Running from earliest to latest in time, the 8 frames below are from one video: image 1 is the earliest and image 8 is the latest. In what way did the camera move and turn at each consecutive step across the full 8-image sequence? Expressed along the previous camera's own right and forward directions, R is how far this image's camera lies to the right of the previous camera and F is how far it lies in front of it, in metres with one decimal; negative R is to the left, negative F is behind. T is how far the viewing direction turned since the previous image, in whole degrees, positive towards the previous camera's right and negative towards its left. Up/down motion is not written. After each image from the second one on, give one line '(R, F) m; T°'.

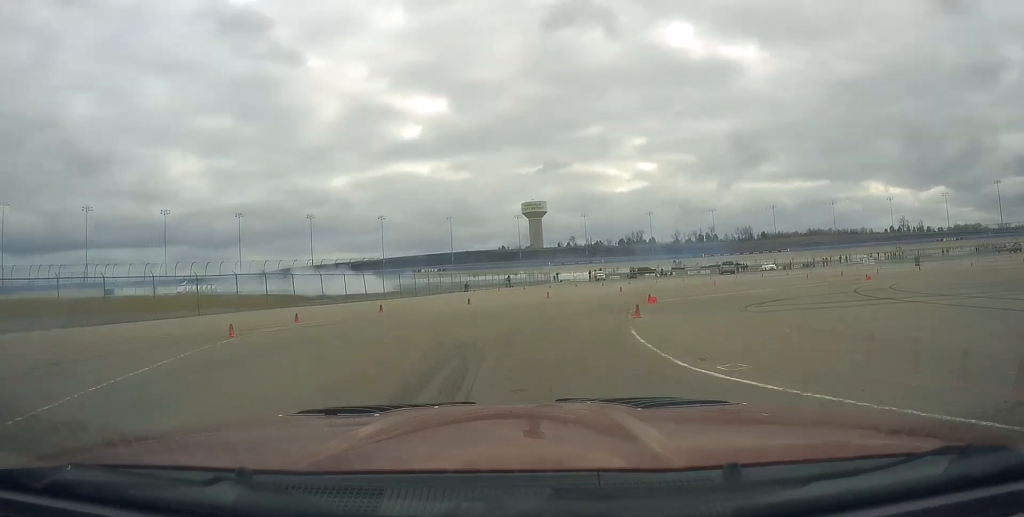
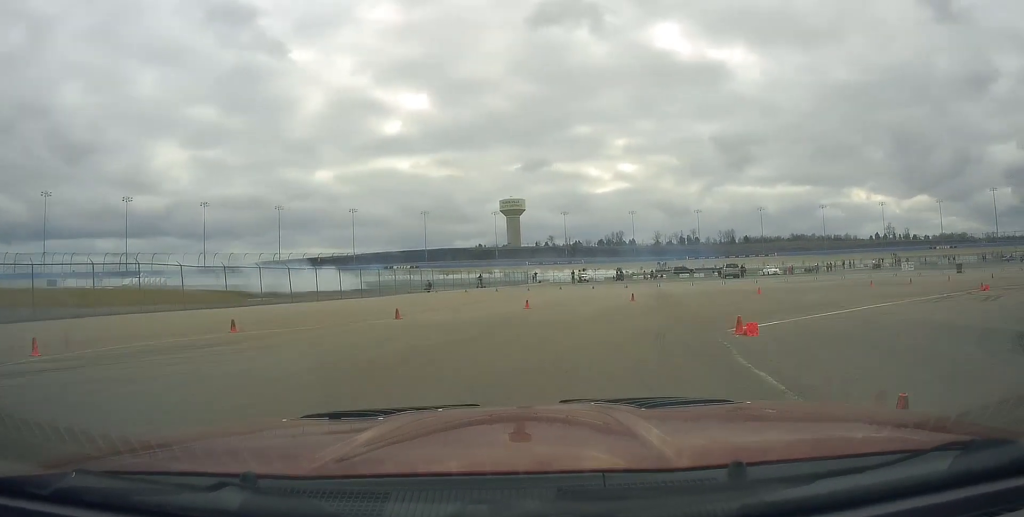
(+0.1, +9.7) m; +4°
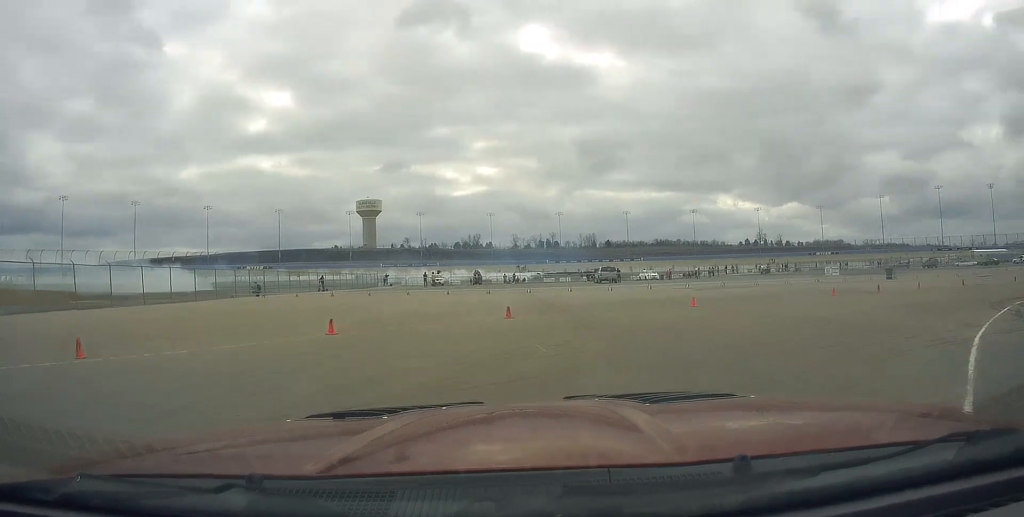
(+0.1, +8.7) m; +10°
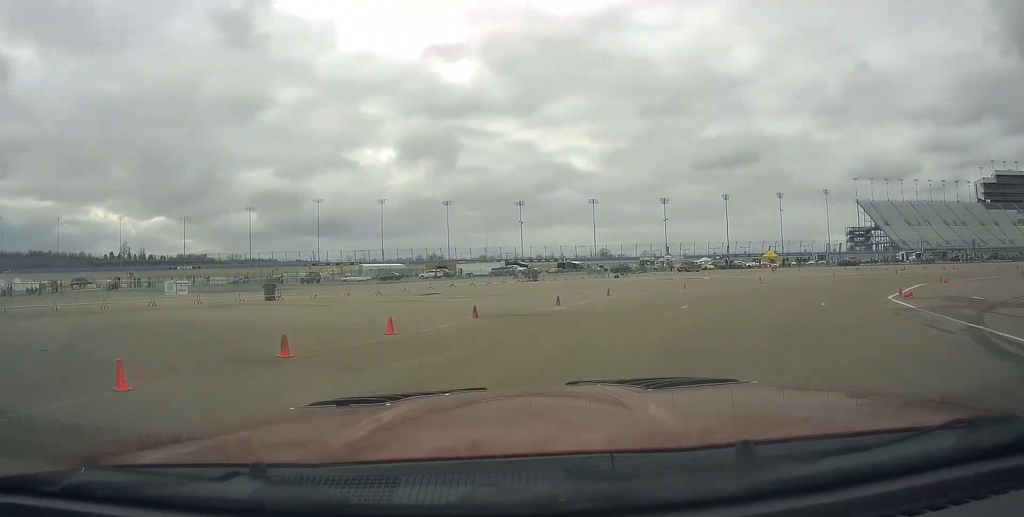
(+7.1, +14.5) m; +57°
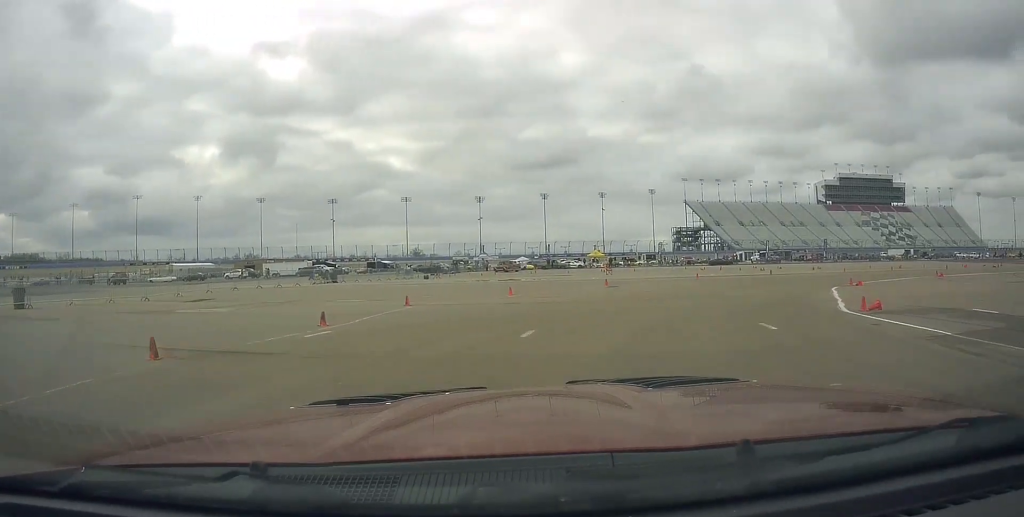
(+1.2, +6.1) m; +19°
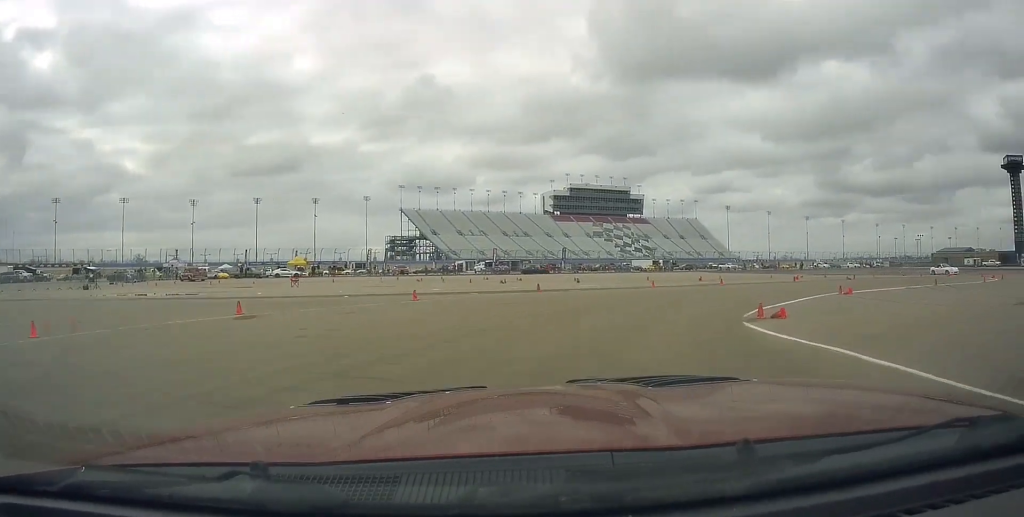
(+2.6, +11.5) m; +28°
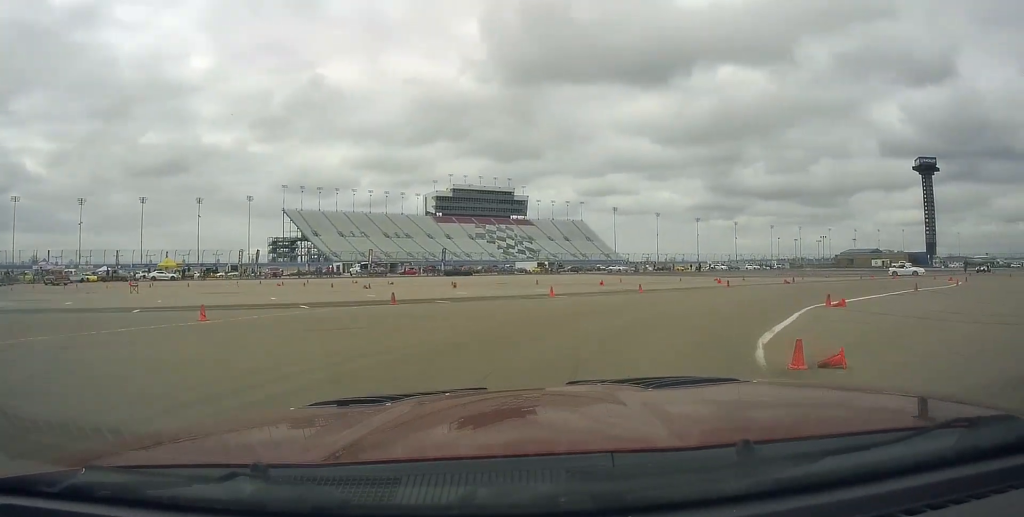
(+1.0, +5.5) m; +12°
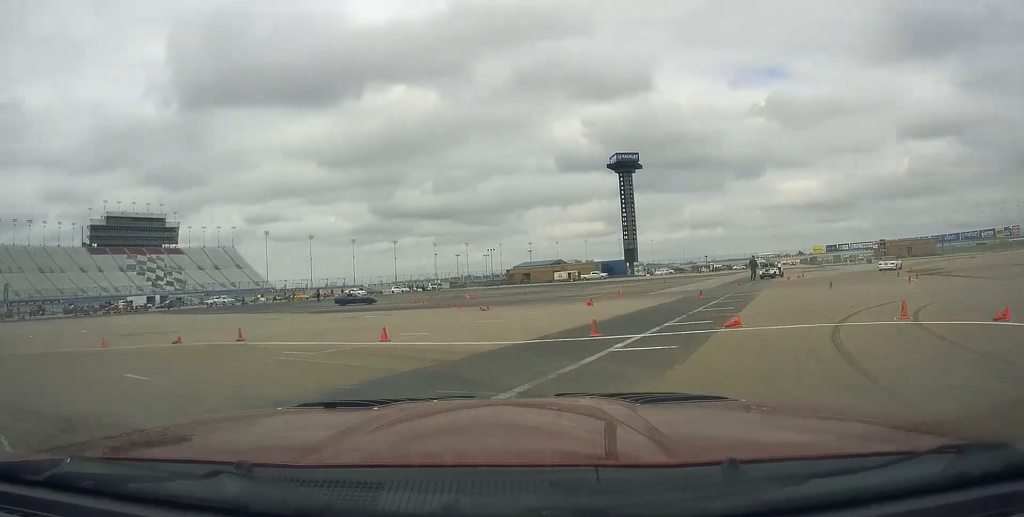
(+10.7, +25.3) m; +18°
